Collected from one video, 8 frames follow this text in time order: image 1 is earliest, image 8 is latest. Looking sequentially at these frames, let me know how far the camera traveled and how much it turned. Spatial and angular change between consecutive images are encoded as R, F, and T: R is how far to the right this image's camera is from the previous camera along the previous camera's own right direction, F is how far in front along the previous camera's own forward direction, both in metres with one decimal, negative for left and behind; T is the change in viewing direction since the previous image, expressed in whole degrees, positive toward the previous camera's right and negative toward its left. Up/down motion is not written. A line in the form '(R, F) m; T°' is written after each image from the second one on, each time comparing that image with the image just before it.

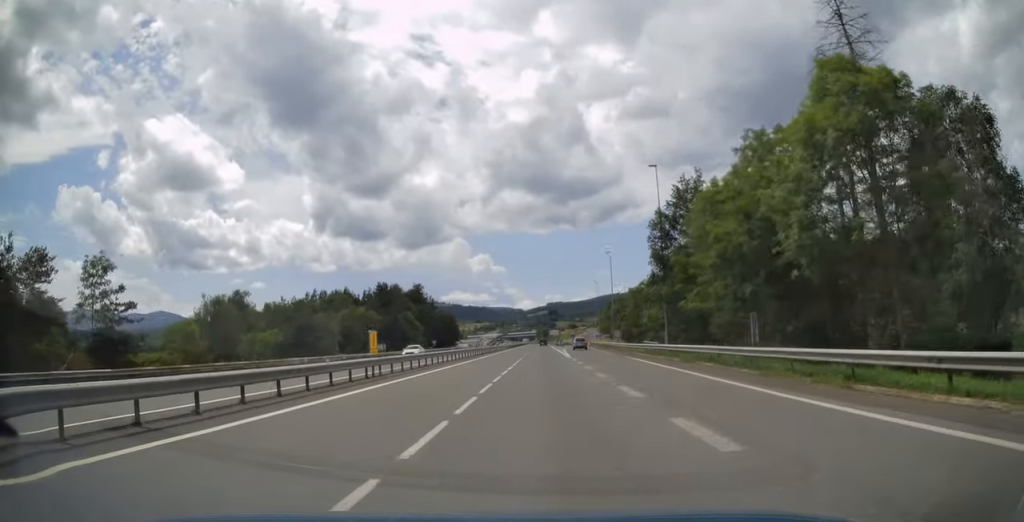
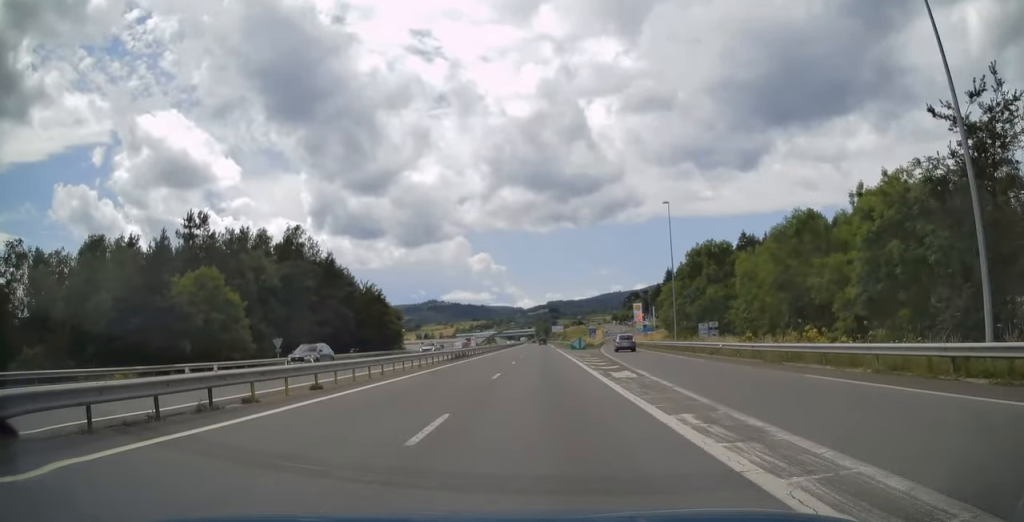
(-0.5, +81.1) m; 0°
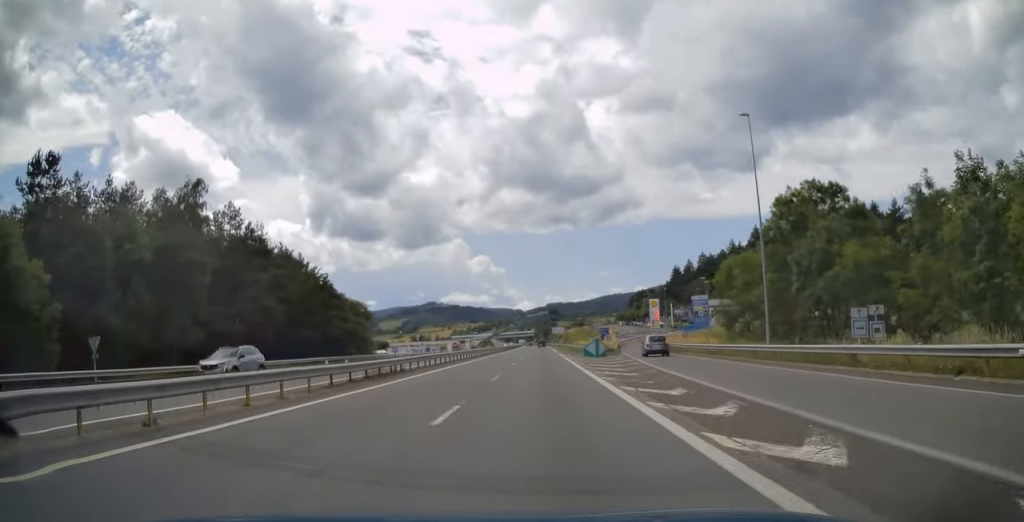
(0.0, +24.0) m; 0°
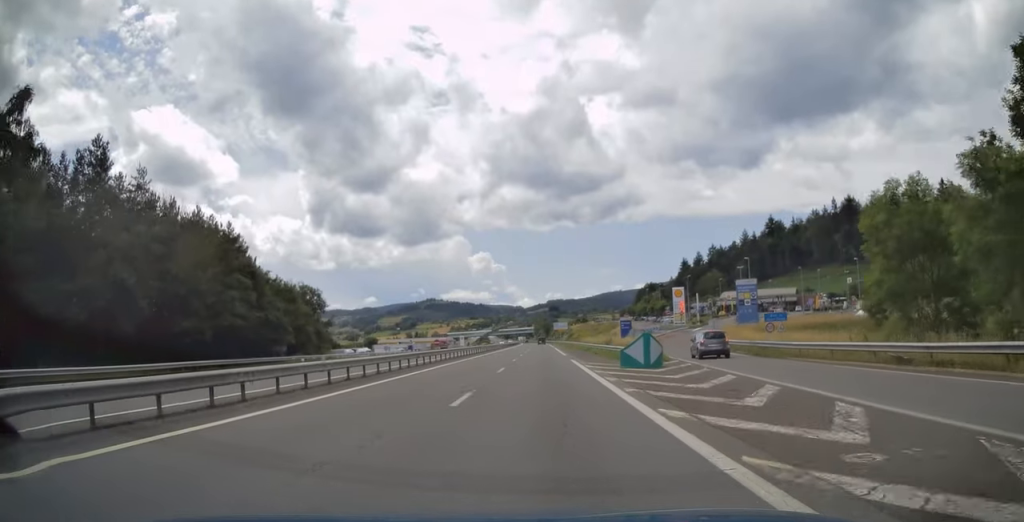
(0.0, +23.6) m; 0°
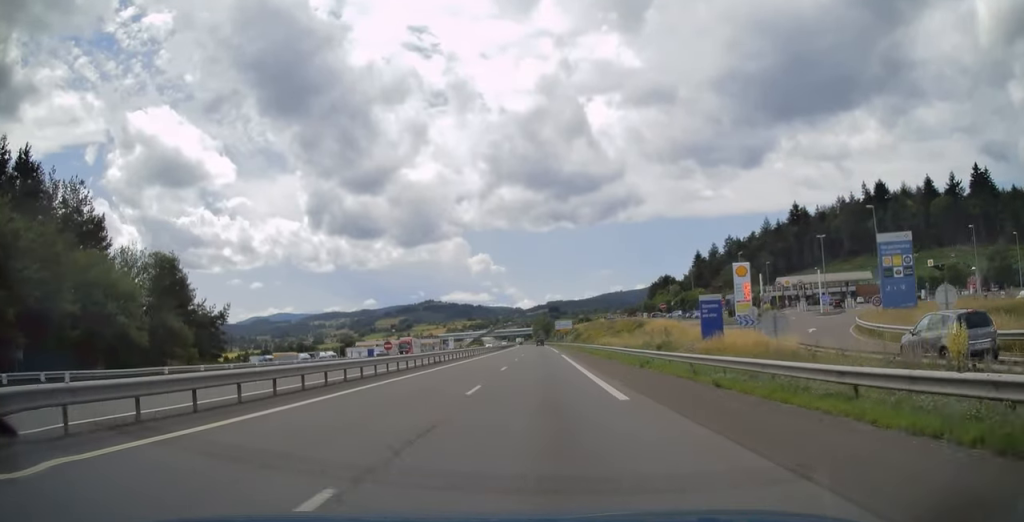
(+0.2, +34.1) m; 0°
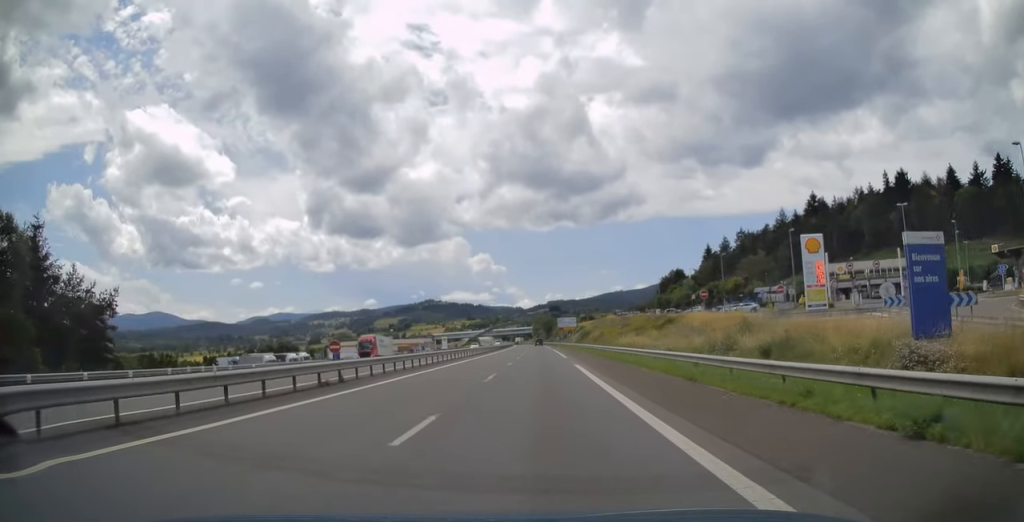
(-0.1, +19.4) m; 0°
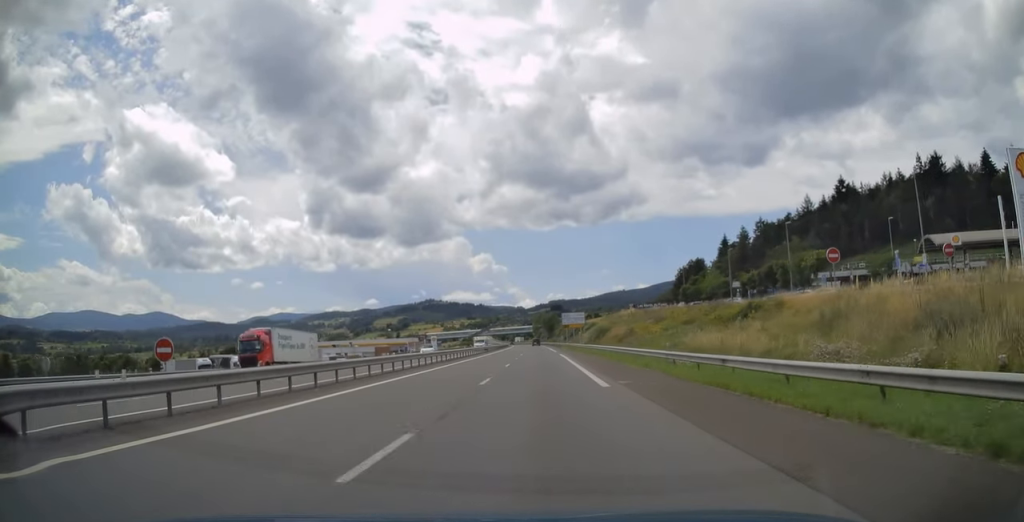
(-0.1, +30.0) m; 0°
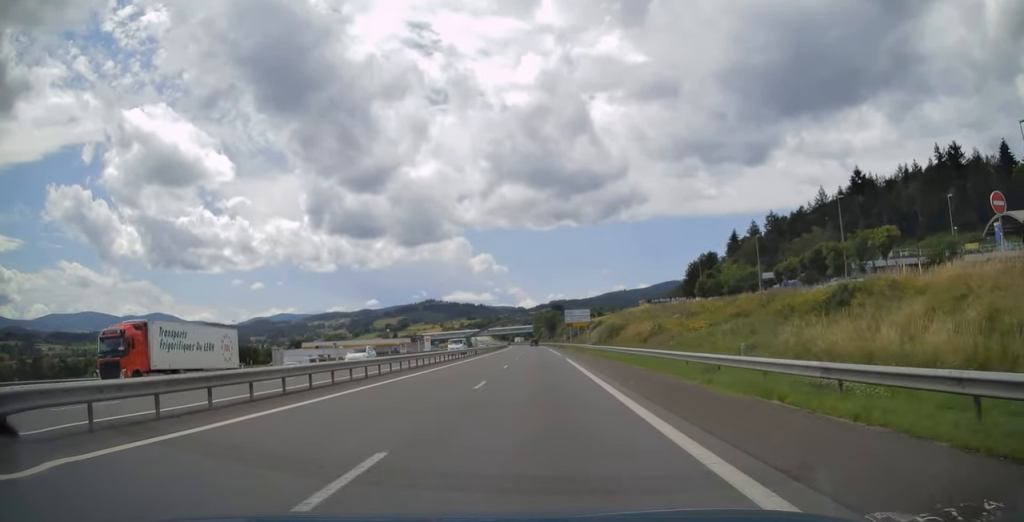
(0.0, +15.8) m; 0°
